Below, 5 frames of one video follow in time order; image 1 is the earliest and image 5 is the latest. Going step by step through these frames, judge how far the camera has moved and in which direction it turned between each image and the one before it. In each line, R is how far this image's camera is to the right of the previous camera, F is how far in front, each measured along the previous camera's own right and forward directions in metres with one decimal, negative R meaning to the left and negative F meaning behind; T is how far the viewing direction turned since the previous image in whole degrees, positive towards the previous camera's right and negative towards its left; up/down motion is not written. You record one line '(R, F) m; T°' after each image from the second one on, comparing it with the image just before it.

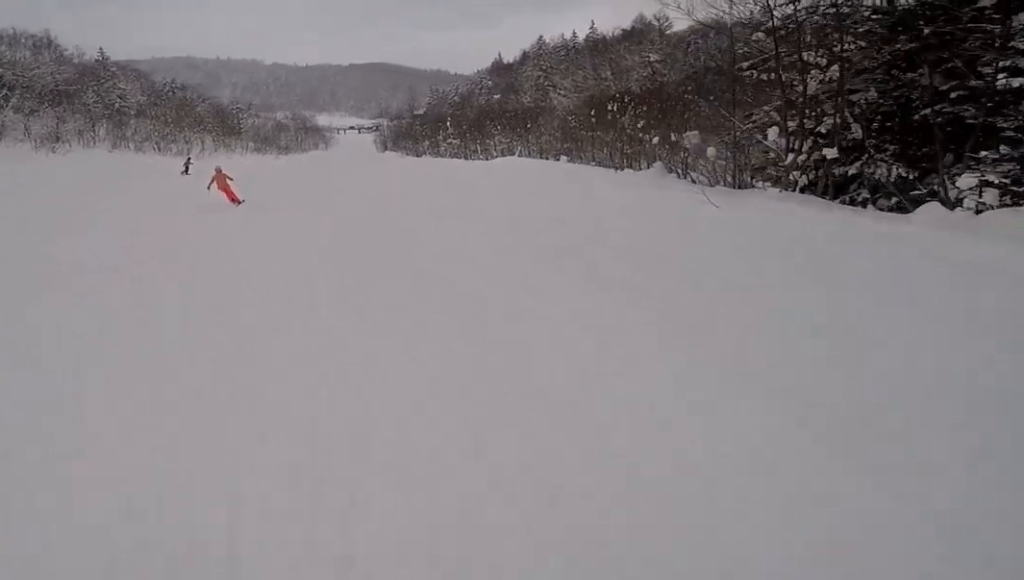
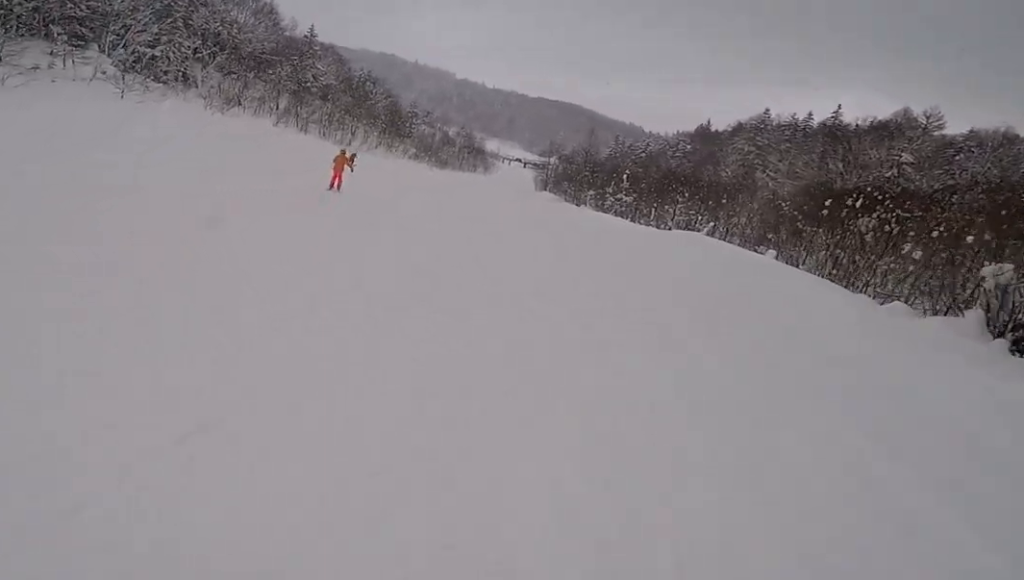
(0.0, +4.8) m; -6°
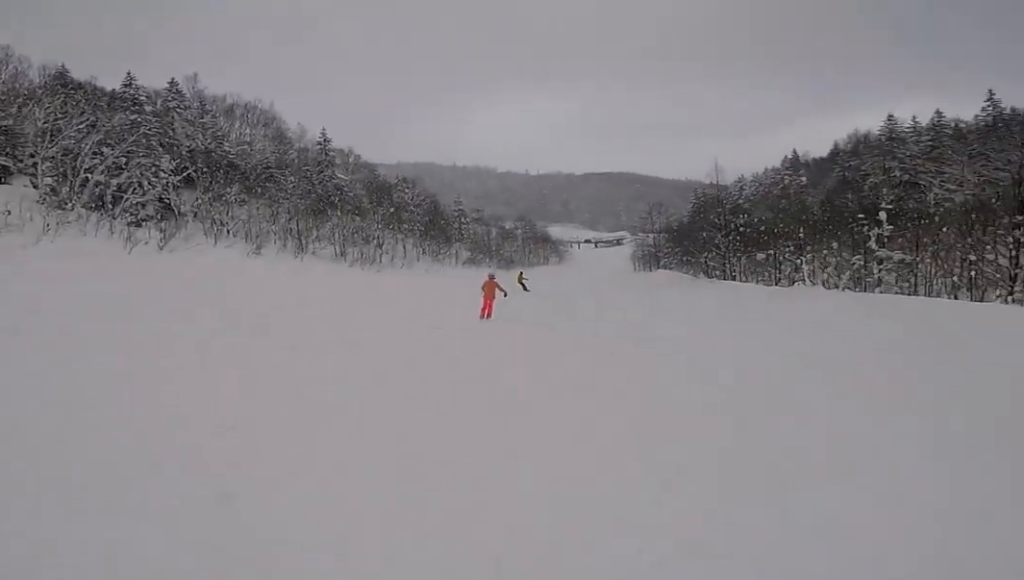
(-4.0, +20.1) m; -2°
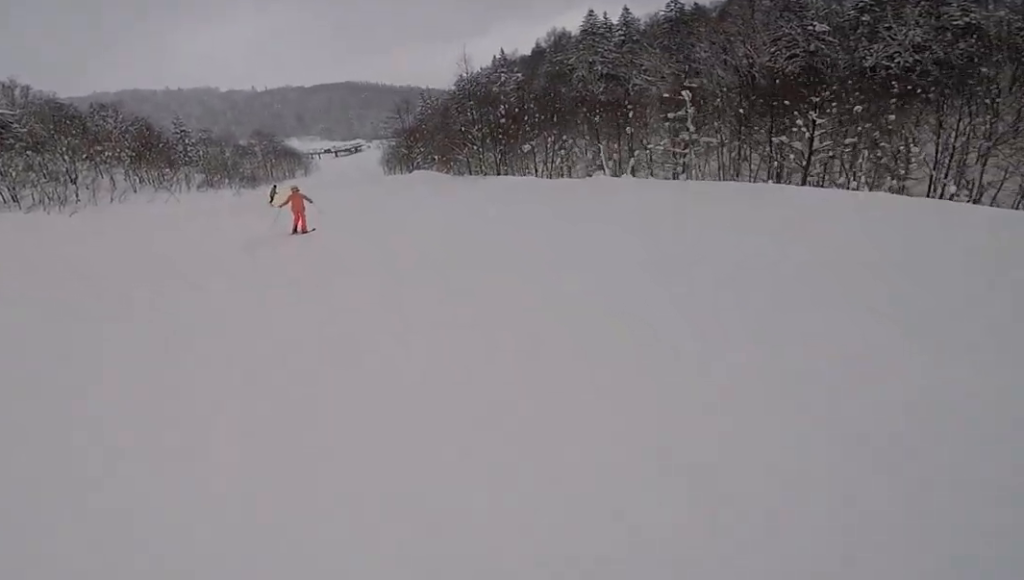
(+0.8, +6.8) m; +9°
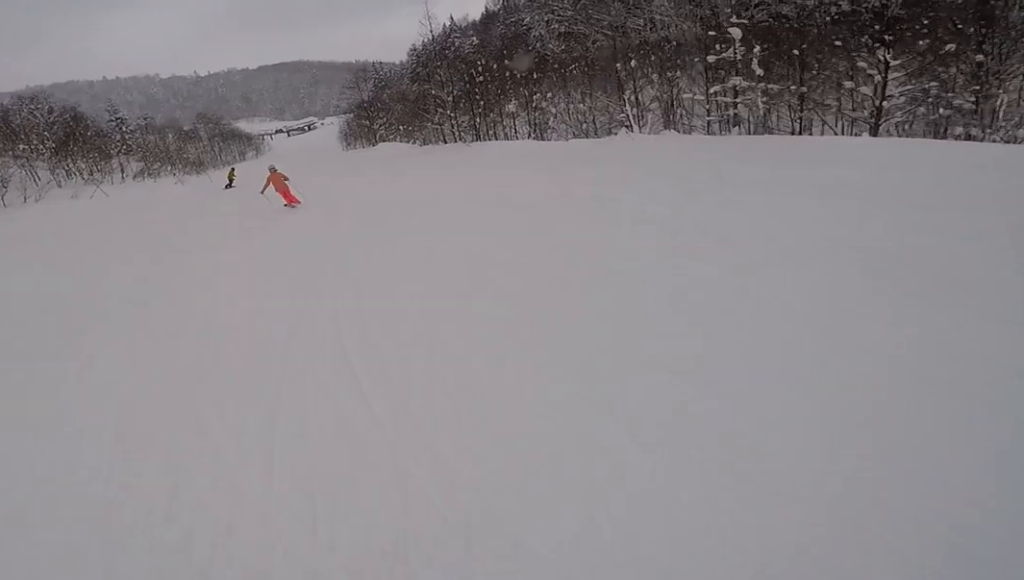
(+0.3, +5.2) m; +5°
